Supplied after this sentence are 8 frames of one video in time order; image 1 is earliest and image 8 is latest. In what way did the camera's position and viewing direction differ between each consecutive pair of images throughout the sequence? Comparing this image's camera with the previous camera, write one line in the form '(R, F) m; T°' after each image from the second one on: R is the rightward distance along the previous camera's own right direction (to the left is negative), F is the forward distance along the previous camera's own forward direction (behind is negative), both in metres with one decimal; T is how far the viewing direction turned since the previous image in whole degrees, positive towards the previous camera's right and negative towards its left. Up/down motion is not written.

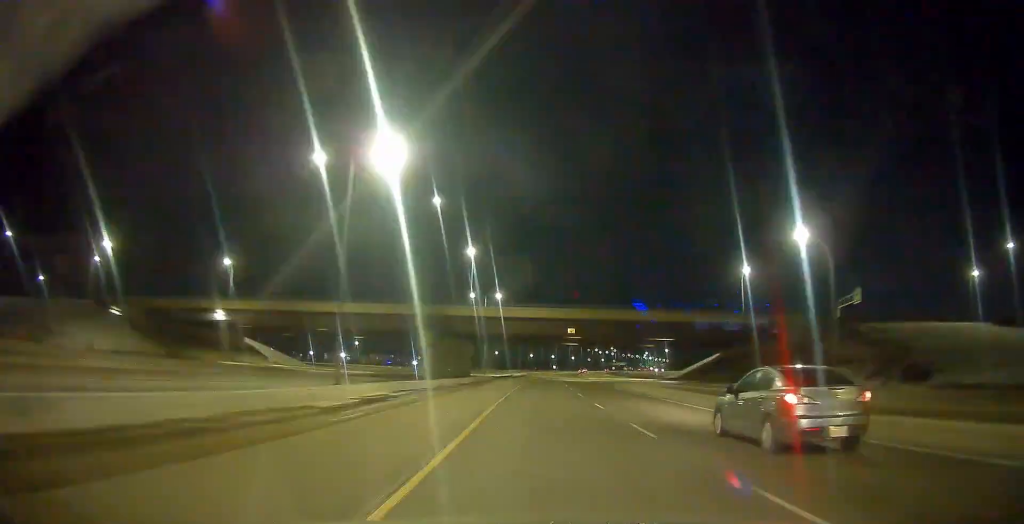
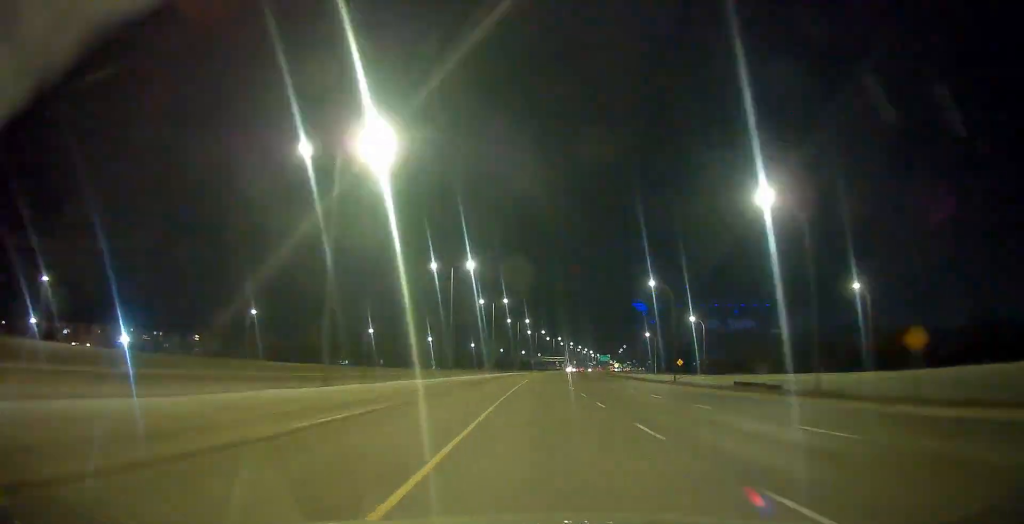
(+21.7, +261.8) m; +9°
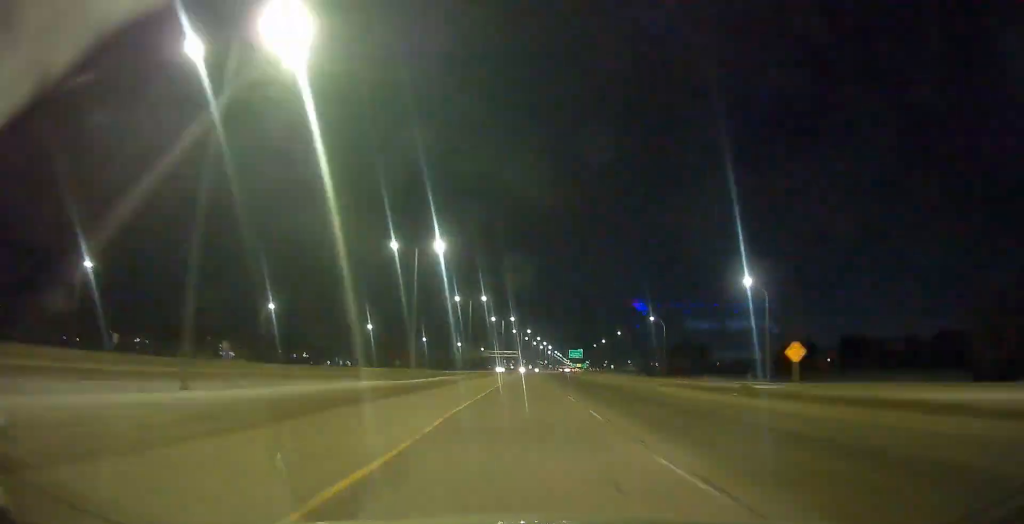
(+5.3, +116.0) m; +3°
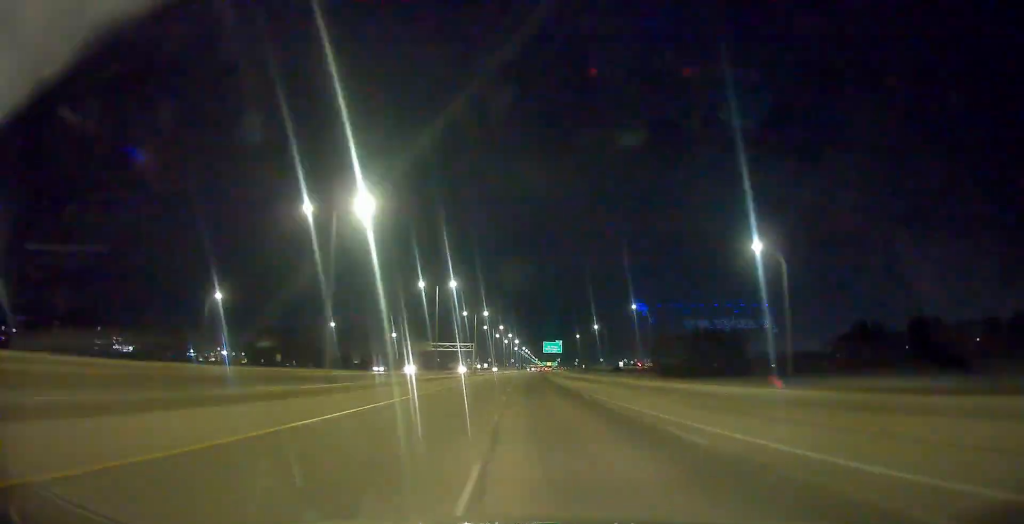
(+2.2, +100.6) m; +2°
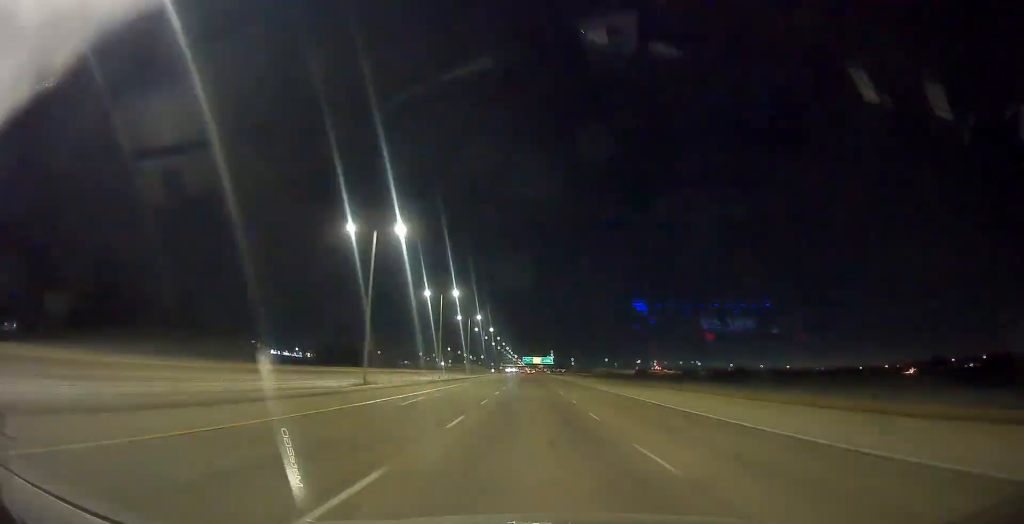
(+7.7, +333.5) m; +1°
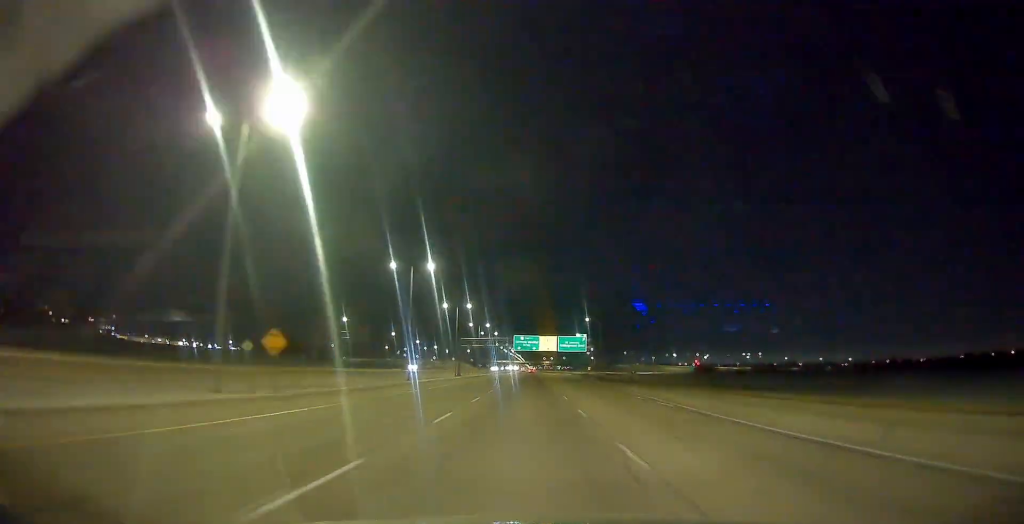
(0.0, +208.6) m; 0°
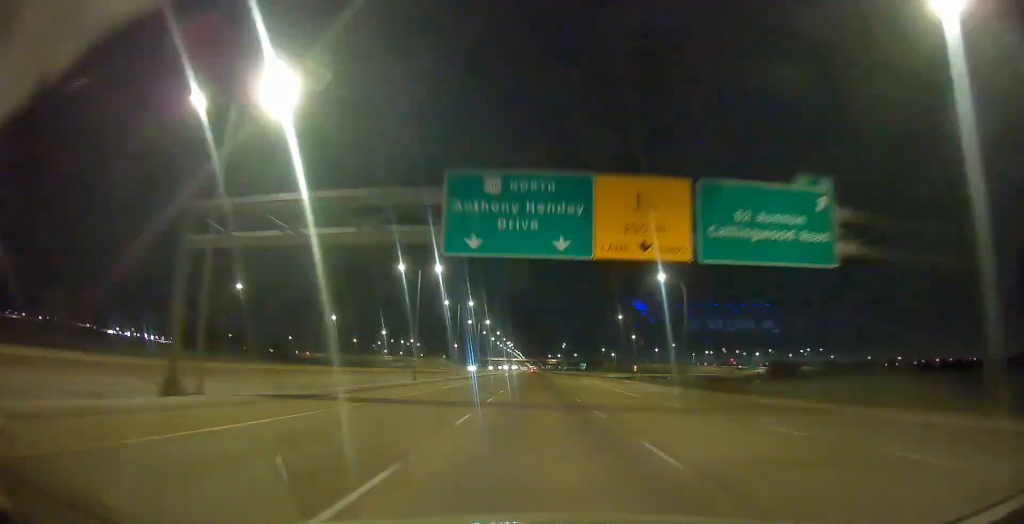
(-0.2, +122.6) m; 0°
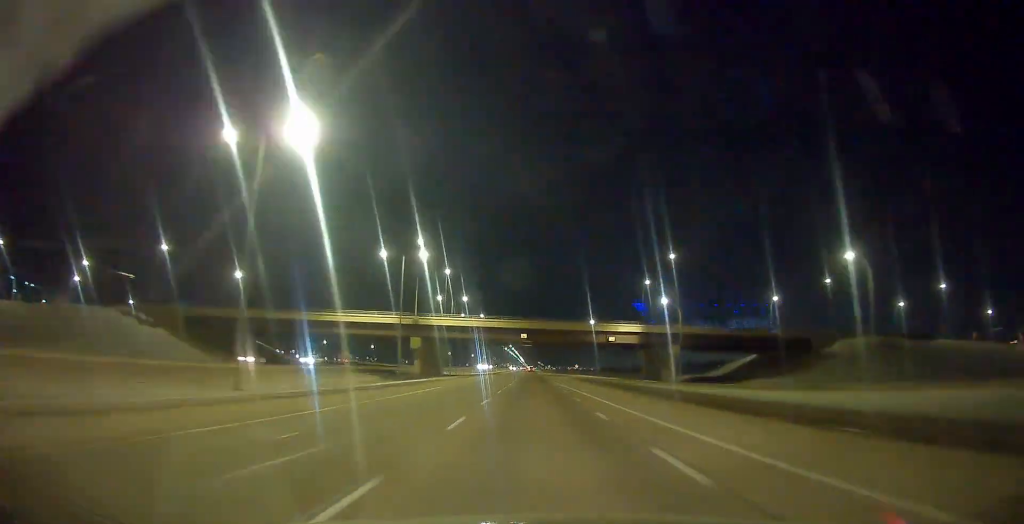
(+0.8, +390.7) m; 0°
